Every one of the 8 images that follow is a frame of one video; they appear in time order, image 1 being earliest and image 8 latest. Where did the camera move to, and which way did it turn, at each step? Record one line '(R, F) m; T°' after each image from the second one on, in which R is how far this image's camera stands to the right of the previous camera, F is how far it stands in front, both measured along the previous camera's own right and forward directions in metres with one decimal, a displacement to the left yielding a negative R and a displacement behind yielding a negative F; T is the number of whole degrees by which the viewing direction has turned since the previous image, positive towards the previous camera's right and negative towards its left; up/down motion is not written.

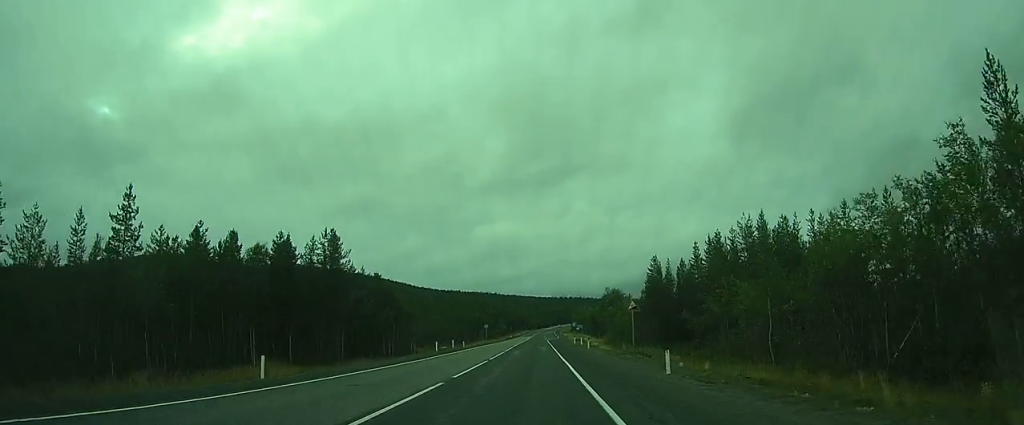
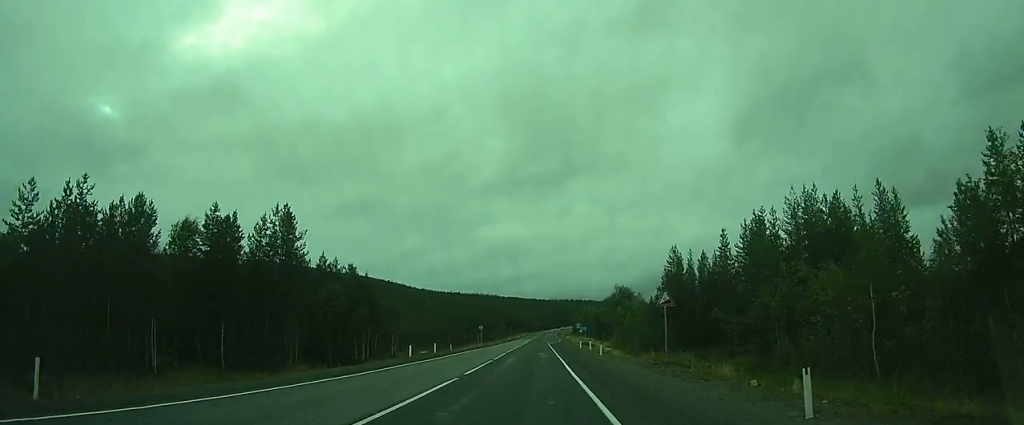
(0.0, +9.4) m; 0°
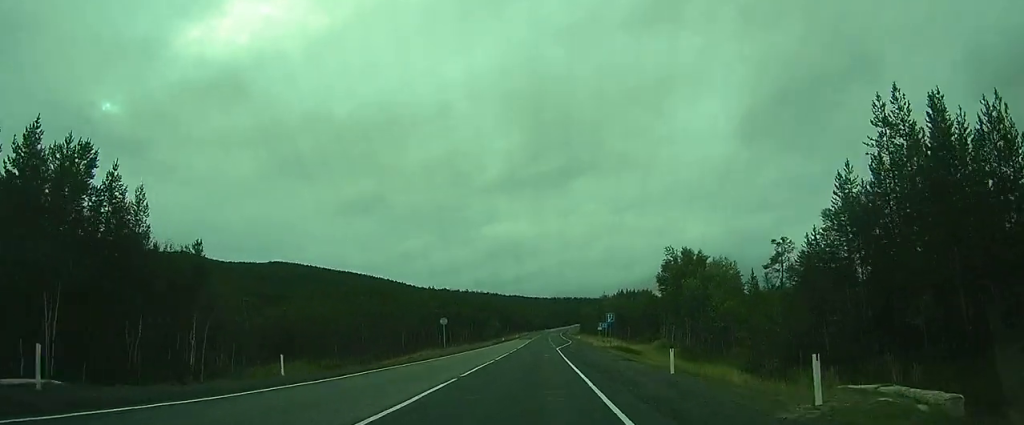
(0.0, +37.6) m; -1°
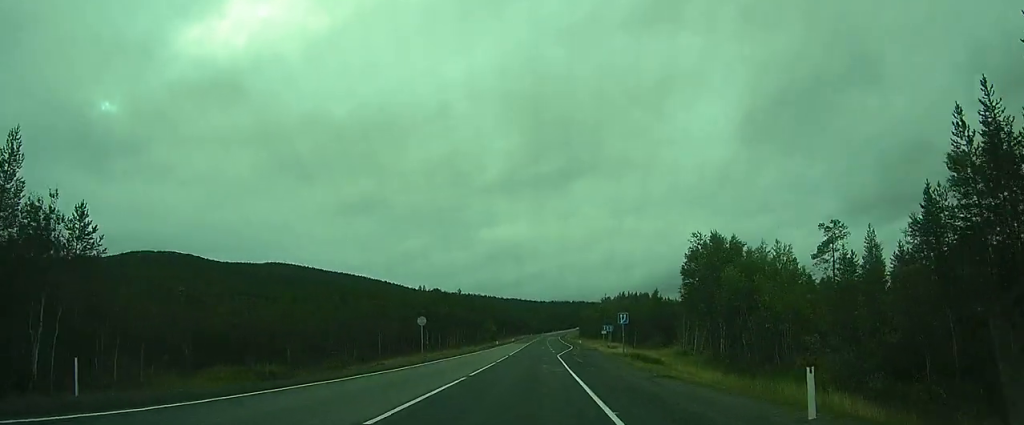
(-0.1, +9.4) m; 0°
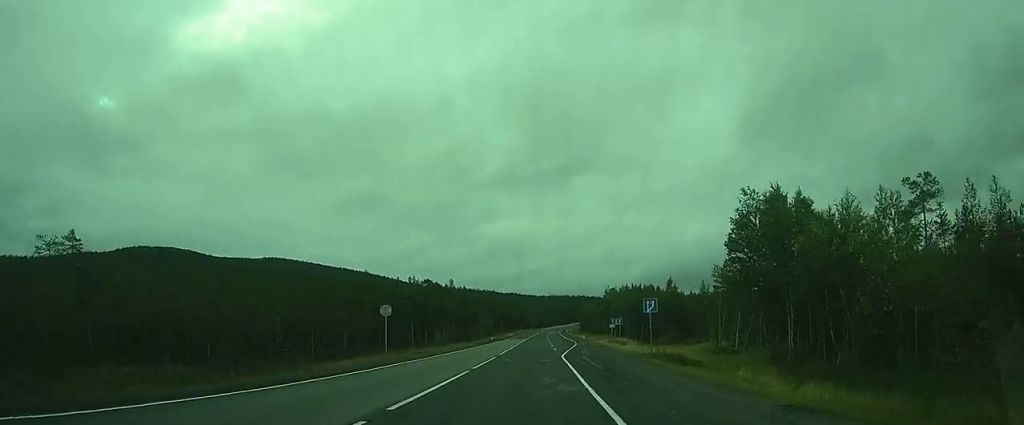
(-0.1, +10.7) m; 0°
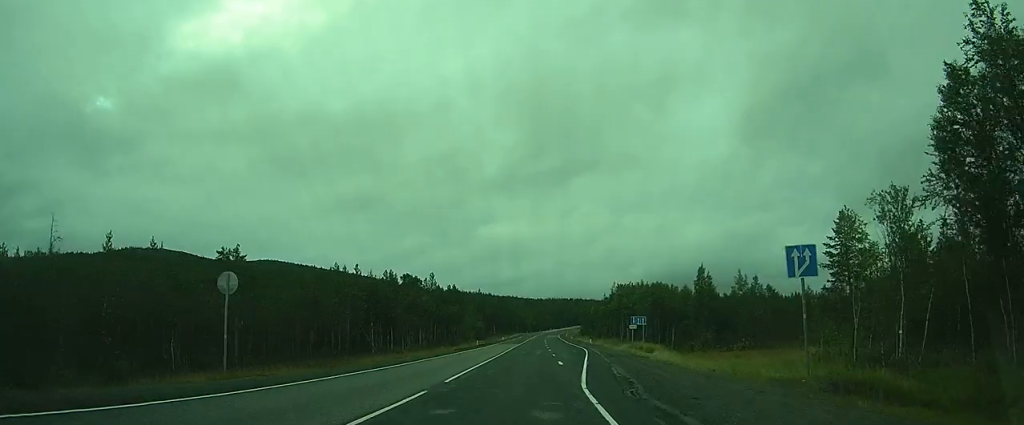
(+0.2, +18.8) m; 0°
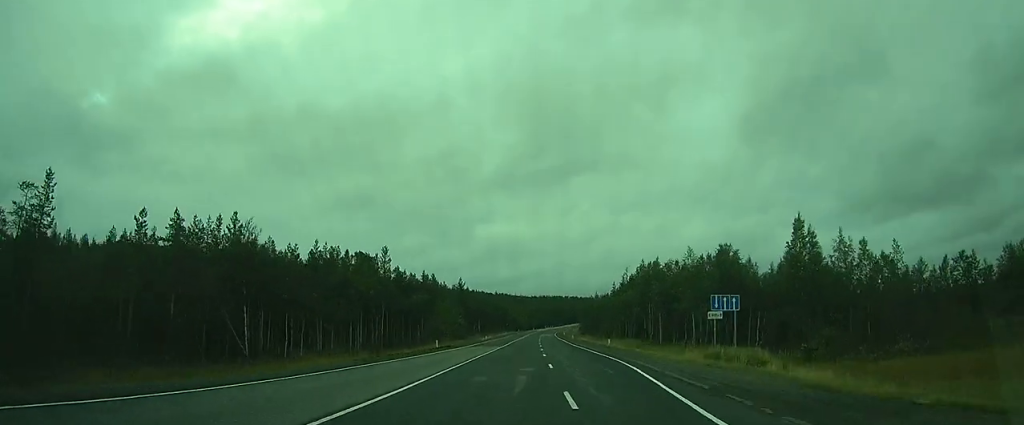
(0.0, +28.1) m; 0°
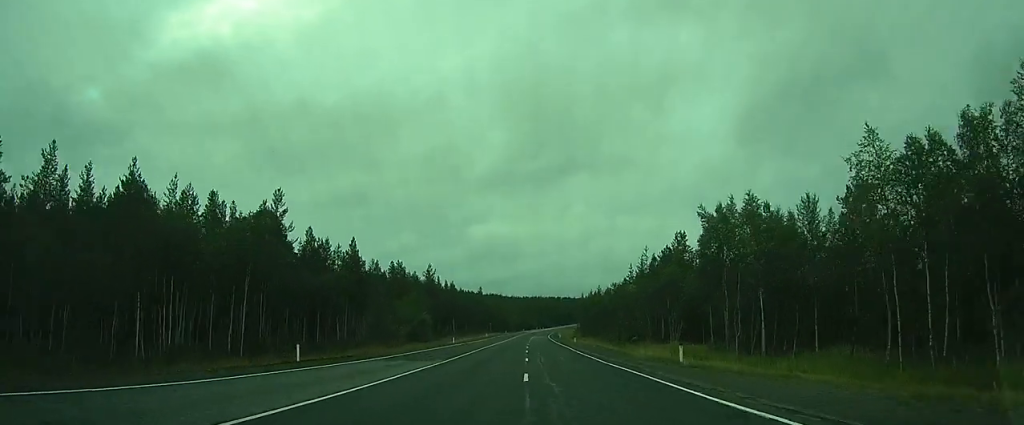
(0.0, +29.9) m; 0°
